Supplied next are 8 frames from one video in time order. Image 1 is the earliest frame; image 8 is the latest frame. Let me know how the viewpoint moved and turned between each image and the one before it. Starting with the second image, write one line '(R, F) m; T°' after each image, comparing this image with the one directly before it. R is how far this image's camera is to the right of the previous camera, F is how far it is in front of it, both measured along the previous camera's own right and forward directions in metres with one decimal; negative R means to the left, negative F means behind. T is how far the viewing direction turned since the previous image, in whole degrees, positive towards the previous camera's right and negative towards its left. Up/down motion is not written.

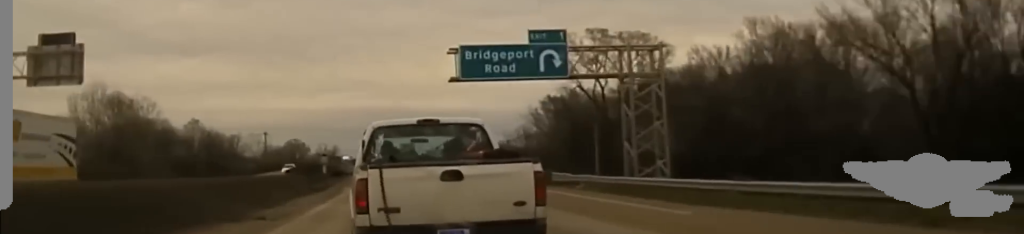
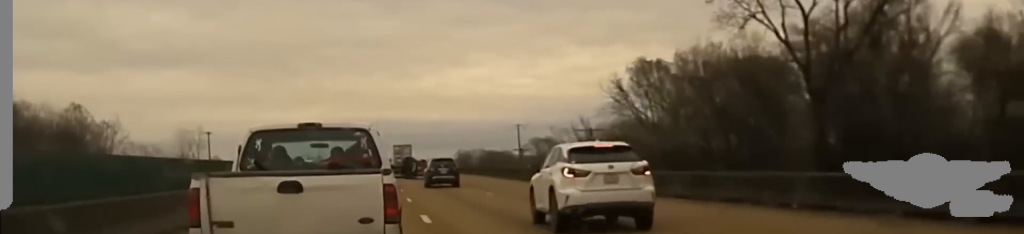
(+1.1, +76.0) m; +1°
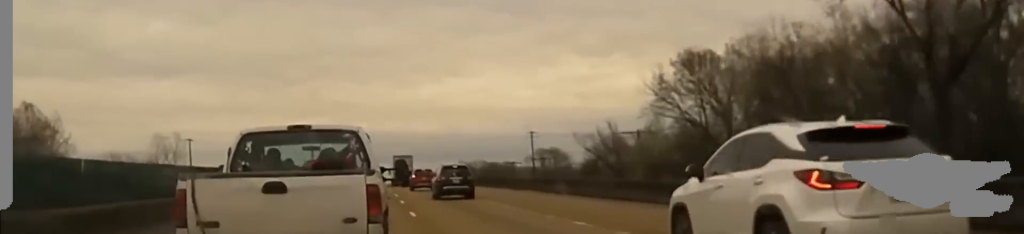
(+0.3, +19.8) m; 0°
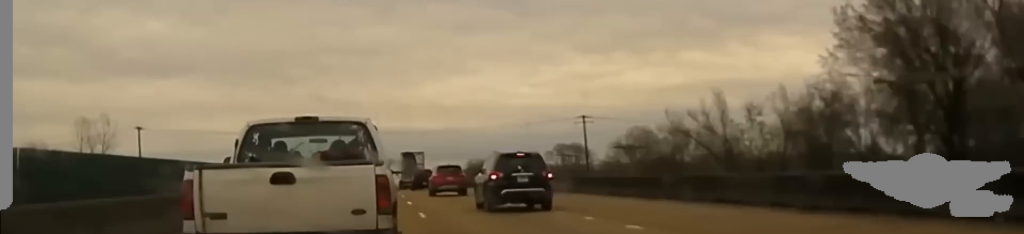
(-0.4, +40.7) m; 0°
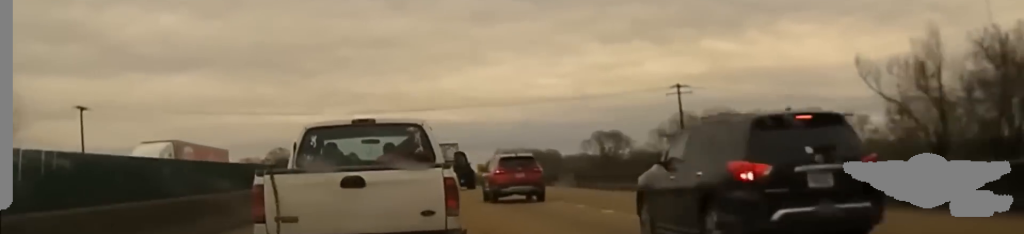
(0.0, +34.8) m; 0°
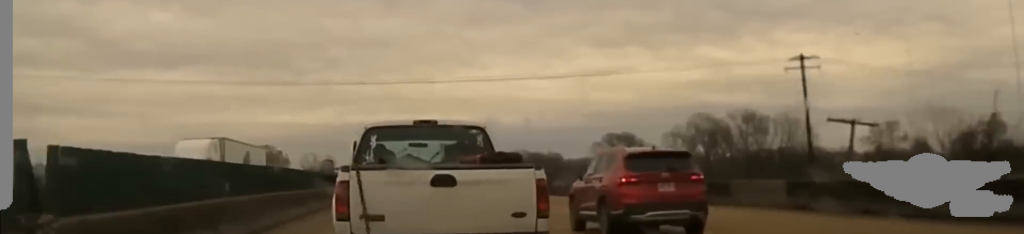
(0.0, +32.8) m; 0°
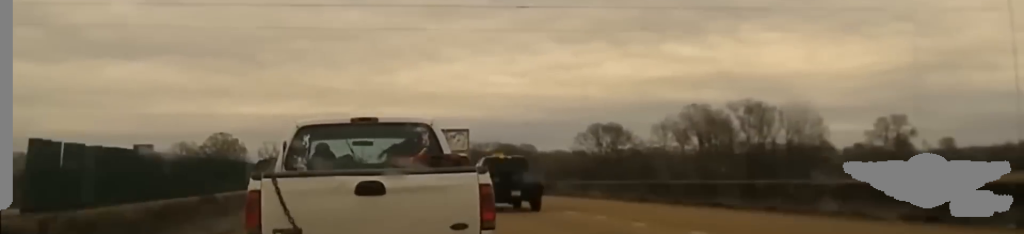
(0.0, +29.3) m; 0°
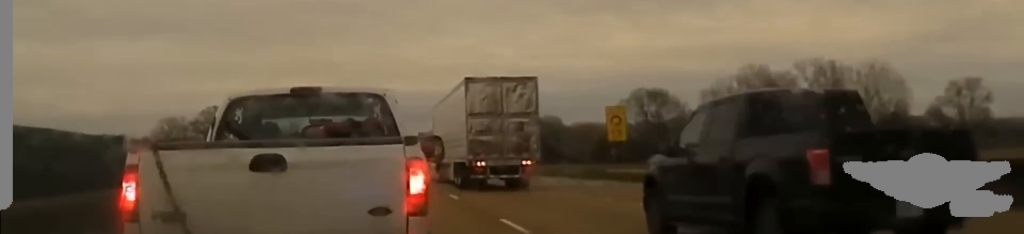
(0.0, +44.9) m; 0°
